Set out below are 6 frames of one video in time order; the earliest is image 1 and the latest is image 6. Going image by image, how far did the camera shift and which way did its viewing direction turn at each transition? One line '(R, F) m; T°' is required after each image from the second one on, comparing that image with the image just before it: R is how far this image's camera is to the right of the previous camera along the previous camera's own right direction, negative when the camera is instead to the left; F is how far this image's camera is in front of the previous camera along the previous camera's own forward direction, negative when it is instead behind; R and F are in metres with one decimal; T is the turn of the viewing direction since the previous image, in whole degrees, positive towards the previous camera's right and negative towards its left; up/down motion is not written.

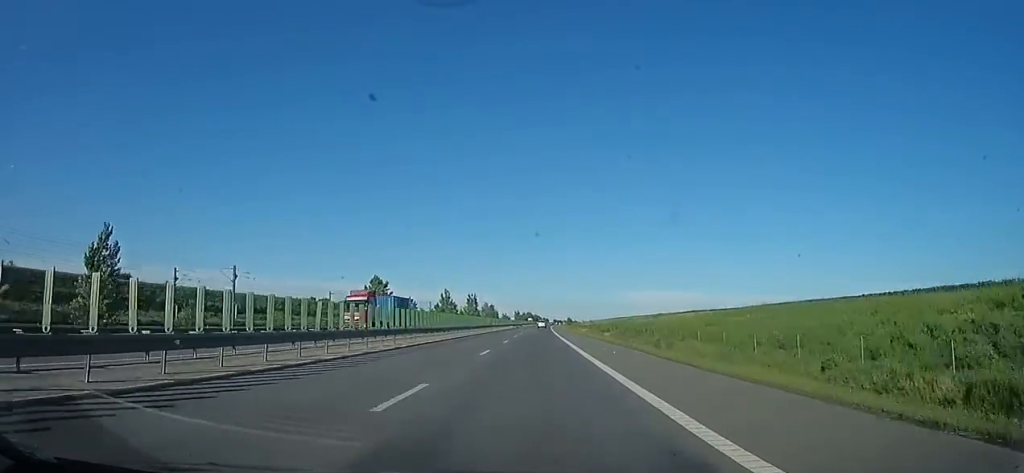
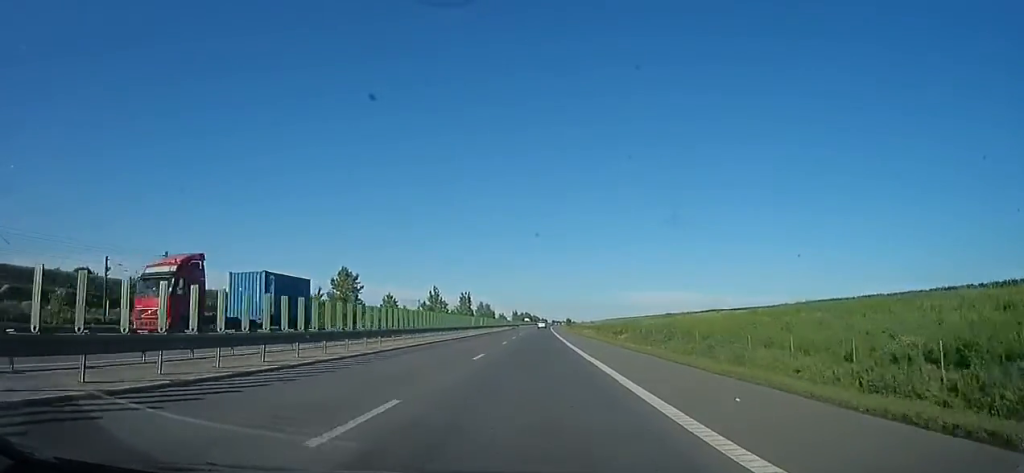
(-0.4, +14.0) m; -1°
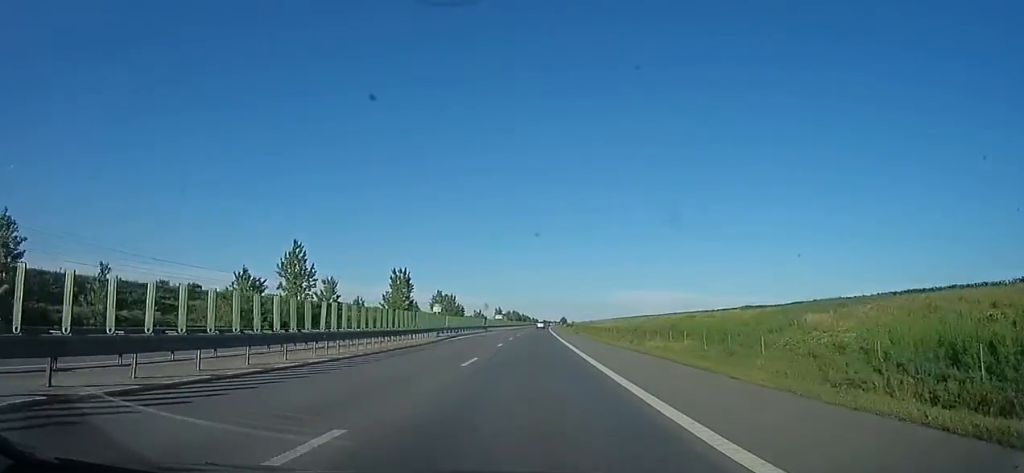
(+2.3, +73.9) m; +3°
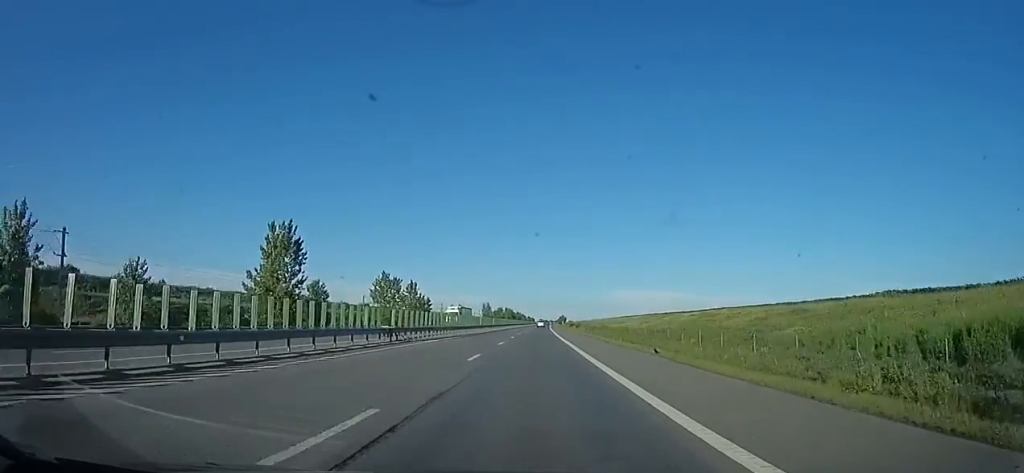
(-0.2, +46.7) m; 0°
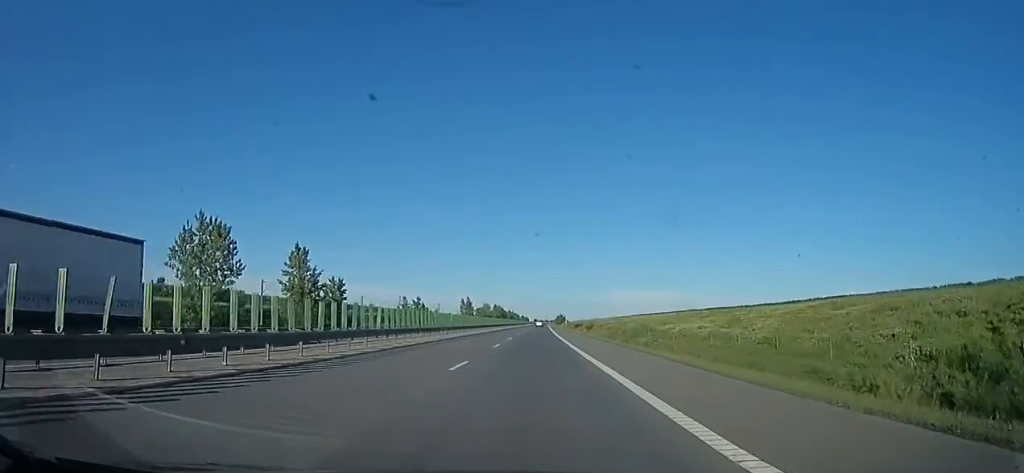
(-0.5, +51.4) m; +1°
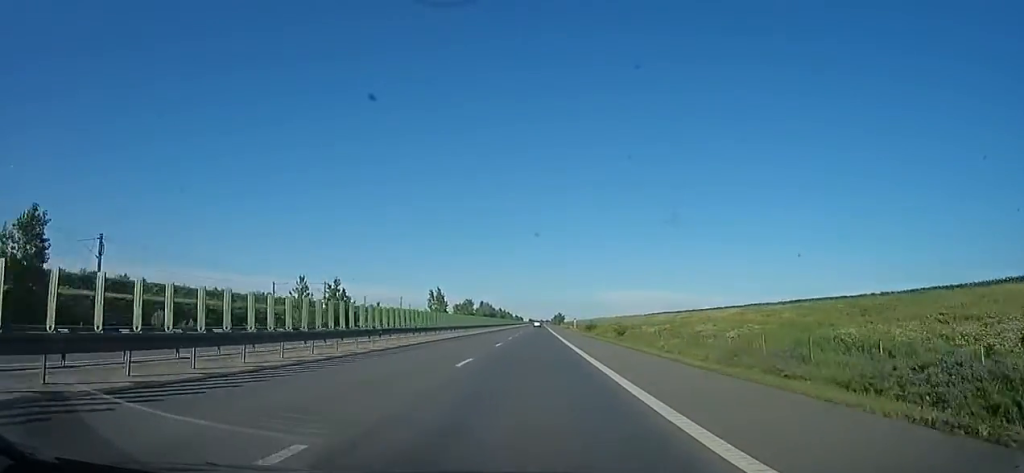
(+1.5, +47.4) m; 0°
